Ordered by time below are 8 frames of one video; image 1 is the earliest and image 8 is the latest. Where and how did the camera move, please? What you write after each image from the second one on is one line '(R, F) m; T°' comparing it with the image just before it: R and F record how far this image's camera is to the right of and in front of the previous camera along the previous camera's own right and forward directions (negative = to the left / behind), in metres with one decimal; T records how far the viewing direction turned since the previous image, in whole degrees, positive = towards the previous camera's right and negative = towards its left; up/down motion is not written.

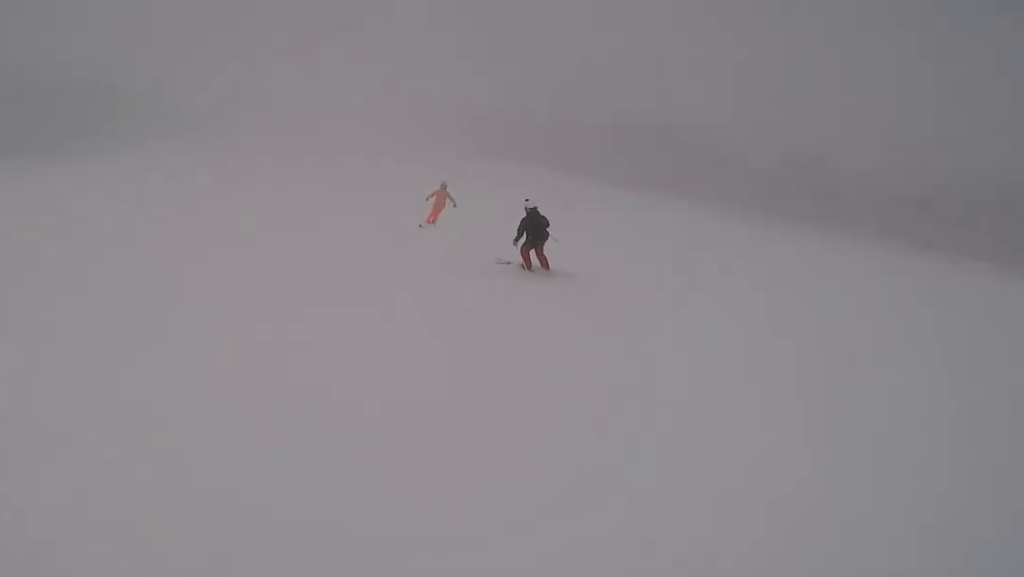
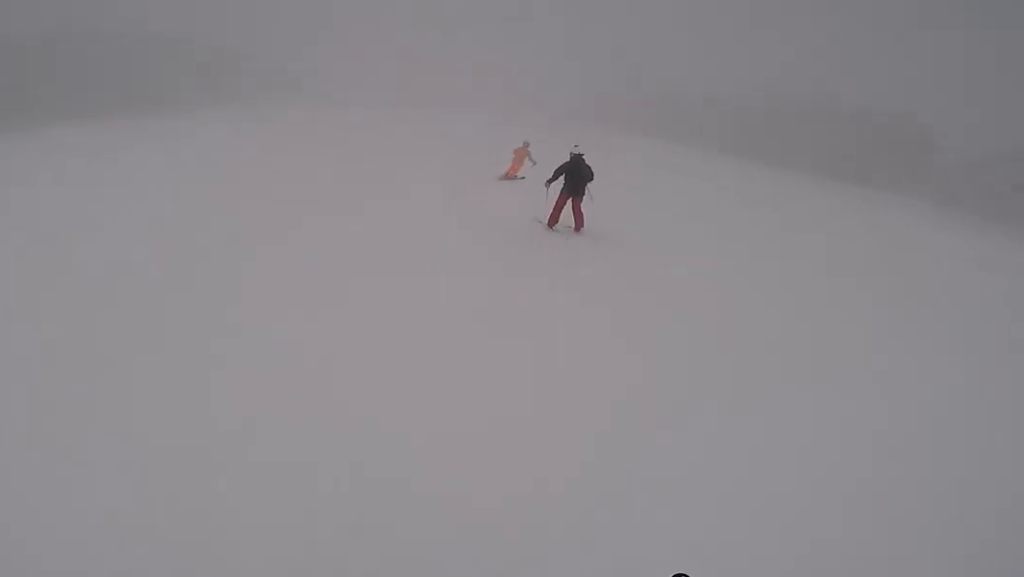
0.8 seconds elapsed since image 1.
(-0.9, +4.9) m; -6°
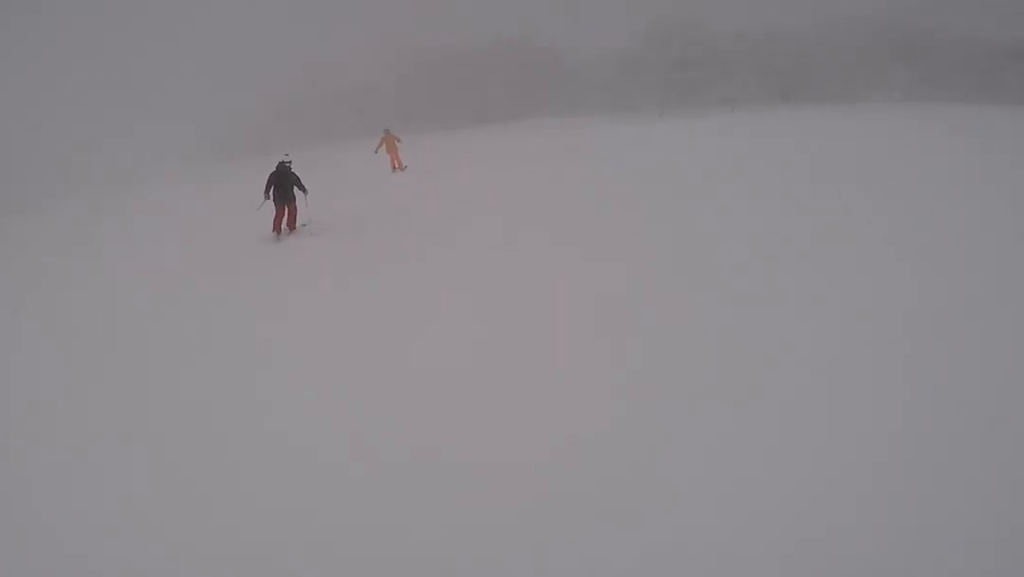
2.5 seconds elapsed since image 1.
(+2.0, +10.7) m; +27°
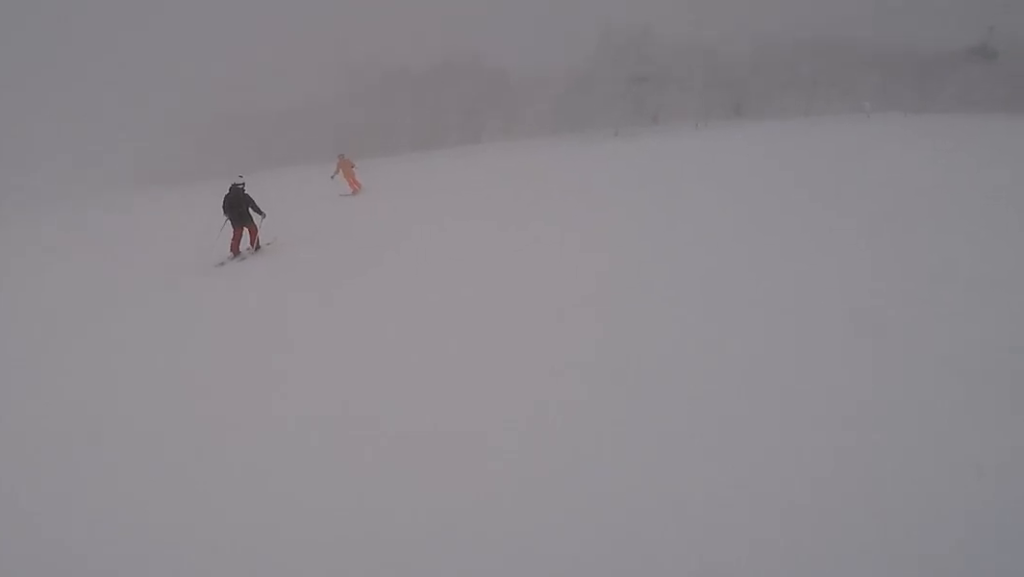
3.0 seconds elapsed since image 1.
(+0.9, +3.6) m; +4°
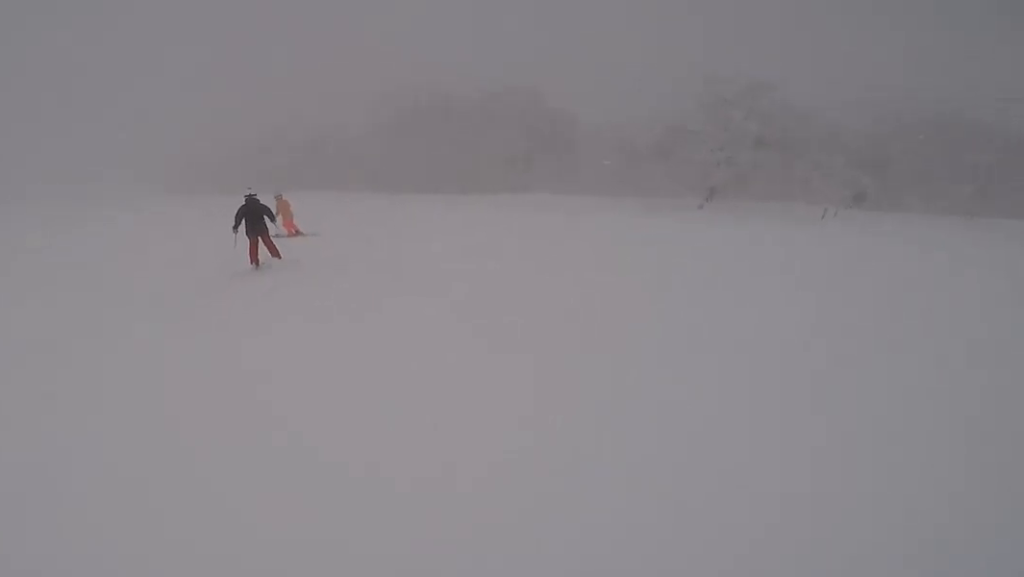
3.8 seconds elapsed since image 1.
(-0.4, +5.9) m; -5°
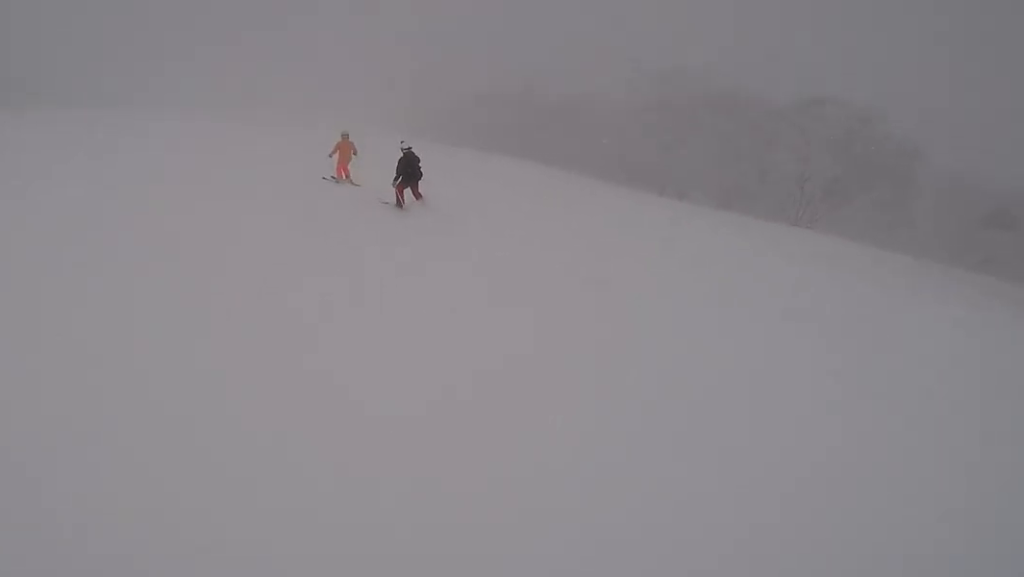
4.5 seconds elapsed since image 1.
(-0.3, +5.2) m; -14°
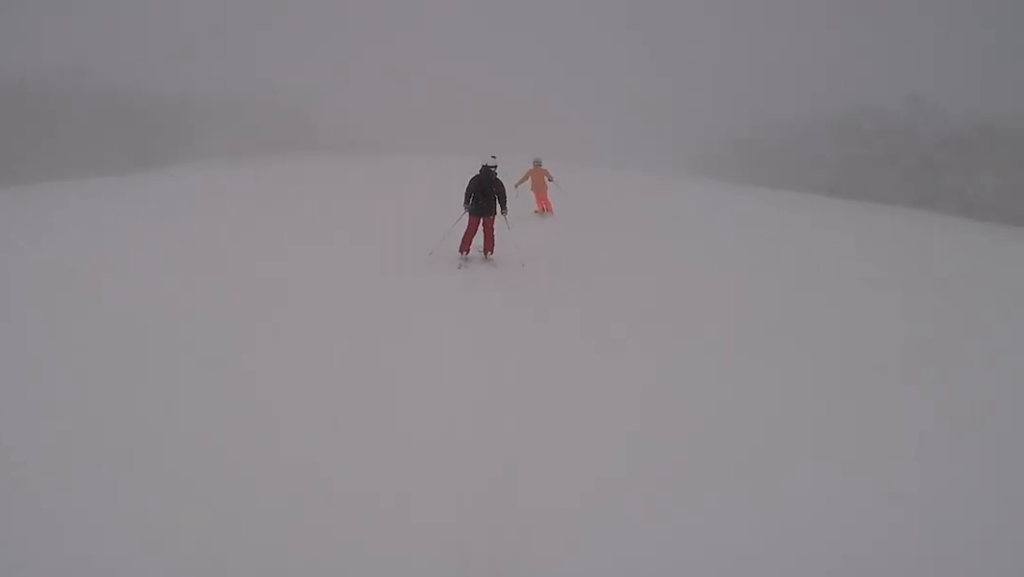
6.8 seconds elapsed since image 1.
(-5.7, +12.6) m; -30°
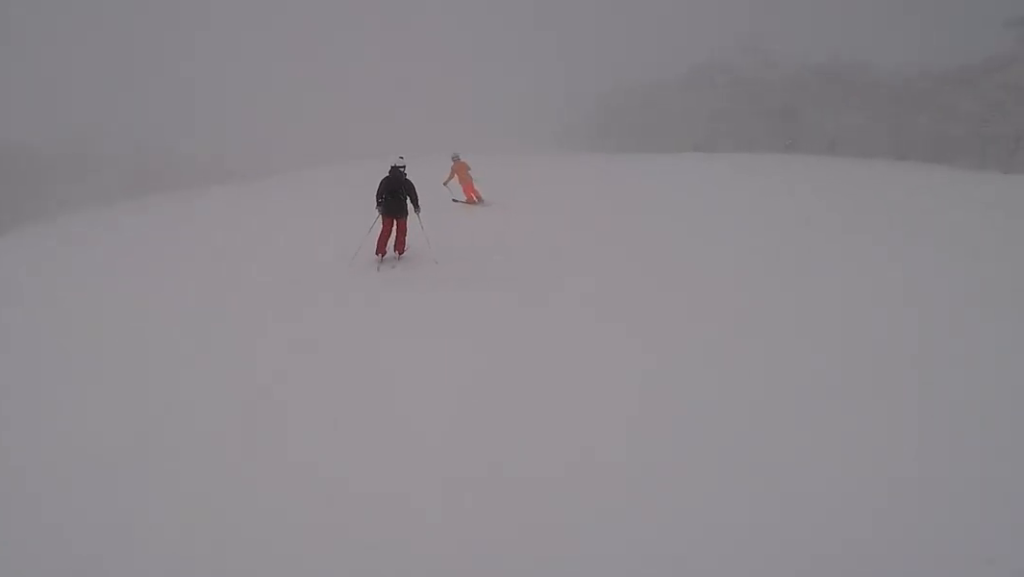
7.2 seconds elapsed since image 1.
(+0.1, +2.6) m; +3°
